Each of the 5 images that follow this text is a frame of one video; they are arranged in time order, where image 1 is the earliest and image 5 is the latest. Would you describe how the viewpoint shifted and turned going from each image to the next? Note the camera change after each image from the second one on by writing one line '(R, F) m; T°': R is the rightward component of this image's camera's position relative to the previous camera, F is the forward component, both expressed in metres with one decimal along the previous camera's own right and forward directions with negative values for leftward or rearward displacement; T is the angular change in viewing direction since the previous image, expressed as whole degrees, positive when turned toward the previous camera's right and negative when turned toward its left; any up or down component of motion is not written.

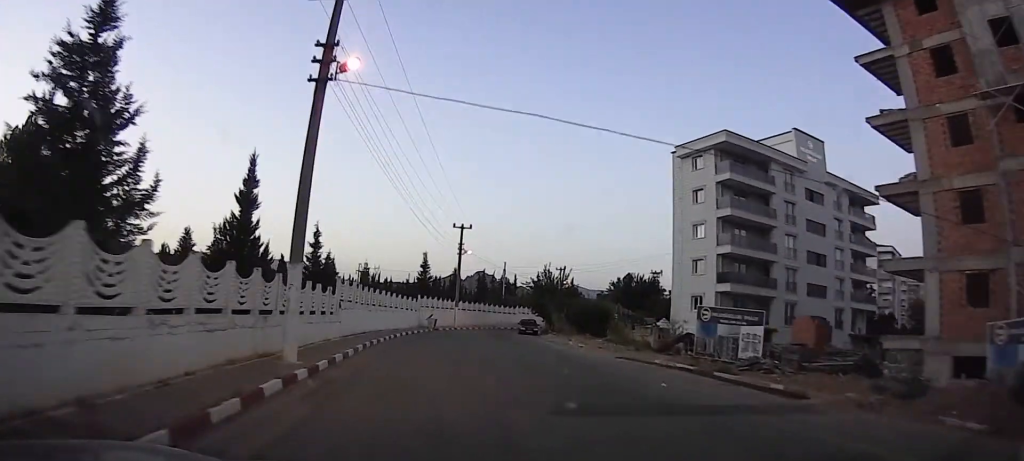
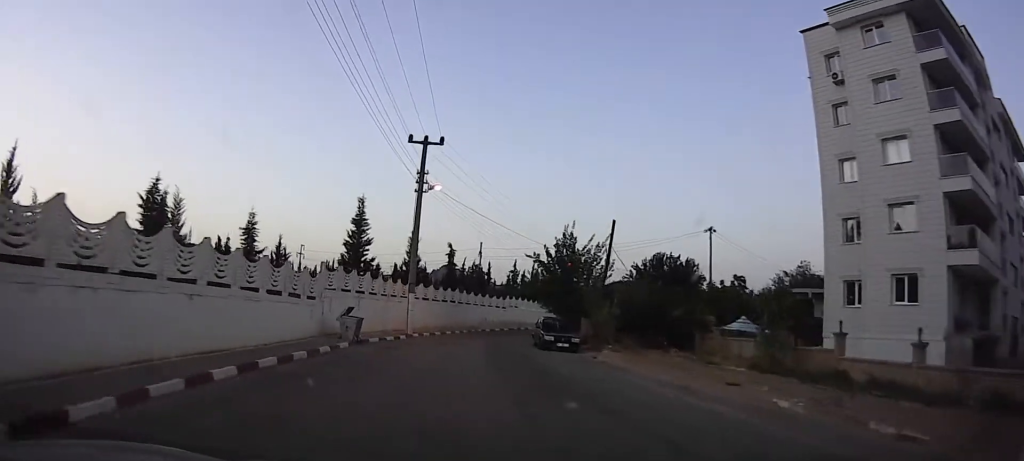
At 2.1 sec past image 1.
(-1.5, +26.0) m; -2°
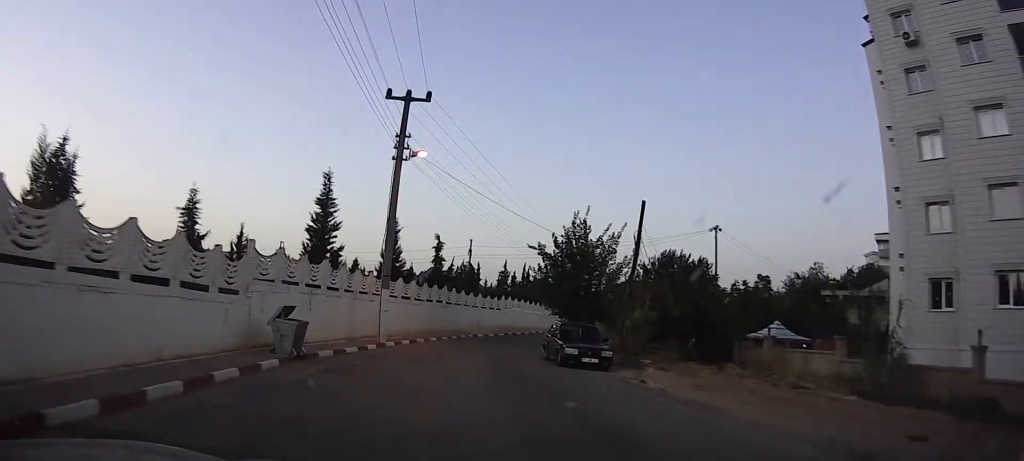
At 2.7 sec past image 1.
(+0.3, +6.7) m; +2°
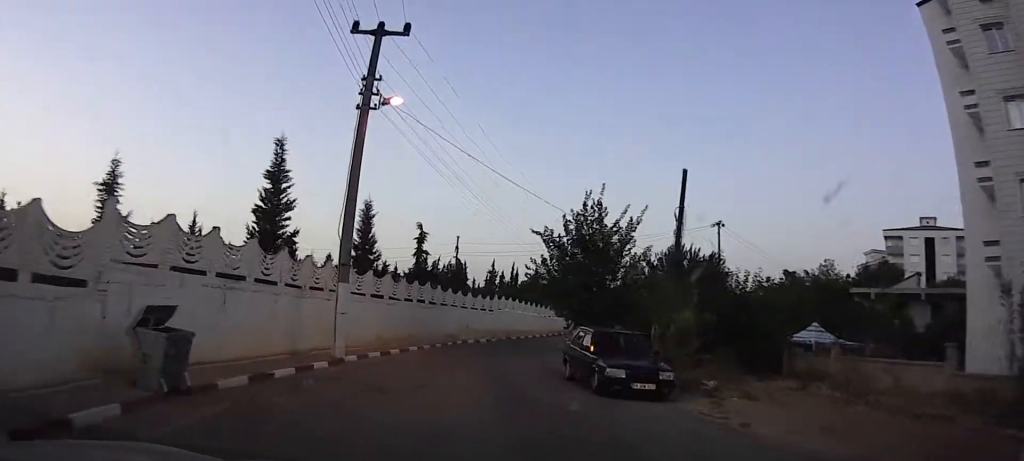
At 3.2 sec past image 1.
(+0.4, +6.5) m; +3°
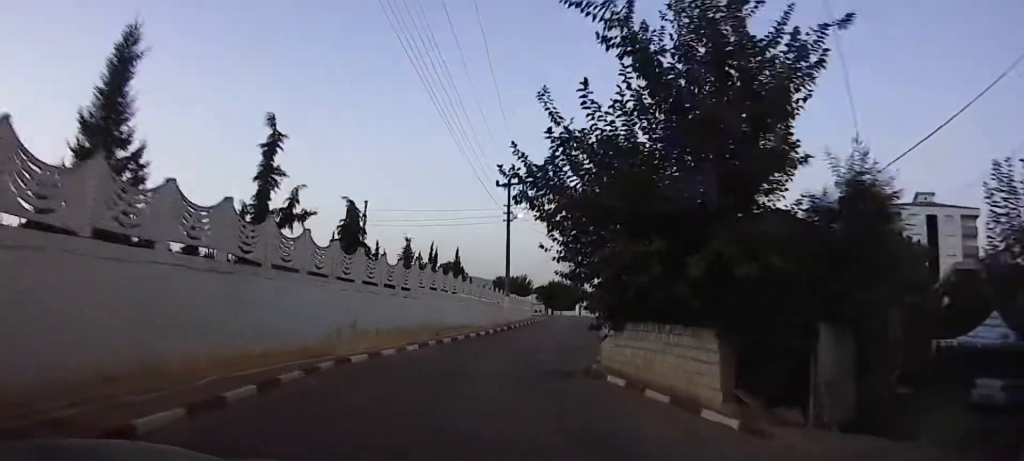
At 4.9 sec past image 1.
(+0.1, +18.7) m; +6°
